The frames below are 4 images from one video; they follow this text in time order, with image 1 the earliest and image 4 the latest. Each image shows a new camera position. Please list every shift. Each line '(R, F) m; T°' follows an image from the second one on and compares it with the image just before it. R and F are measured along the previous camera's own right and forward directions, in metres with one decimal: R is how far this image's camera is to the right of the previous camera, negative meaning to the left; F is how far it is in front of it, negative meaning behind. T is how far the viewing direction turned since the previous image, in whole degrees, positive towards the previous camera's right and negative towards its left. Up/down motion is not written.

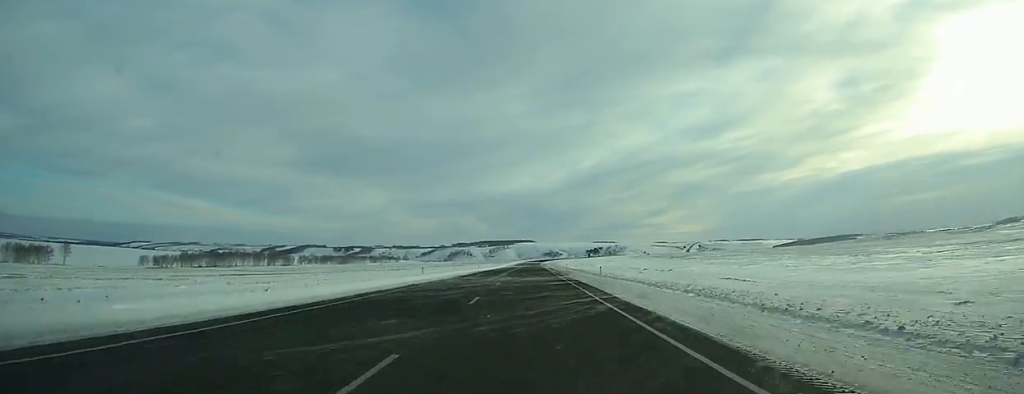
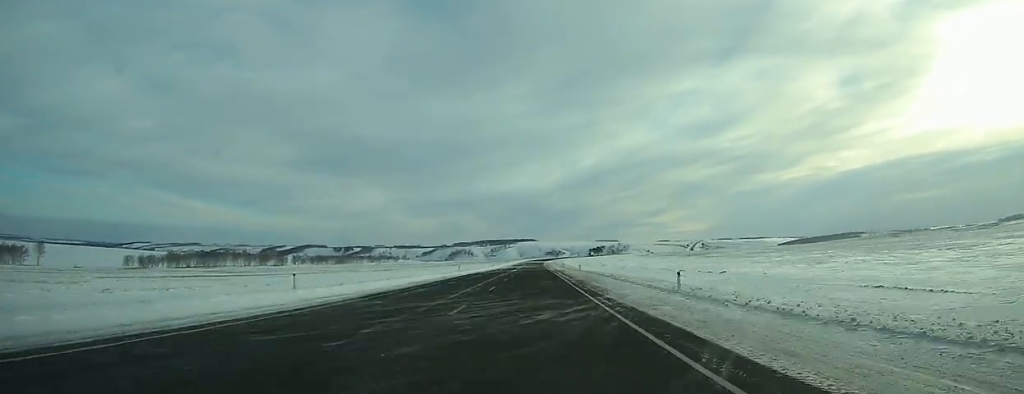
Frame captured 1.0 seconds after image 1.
(+0.1, +26.6) m; 0°
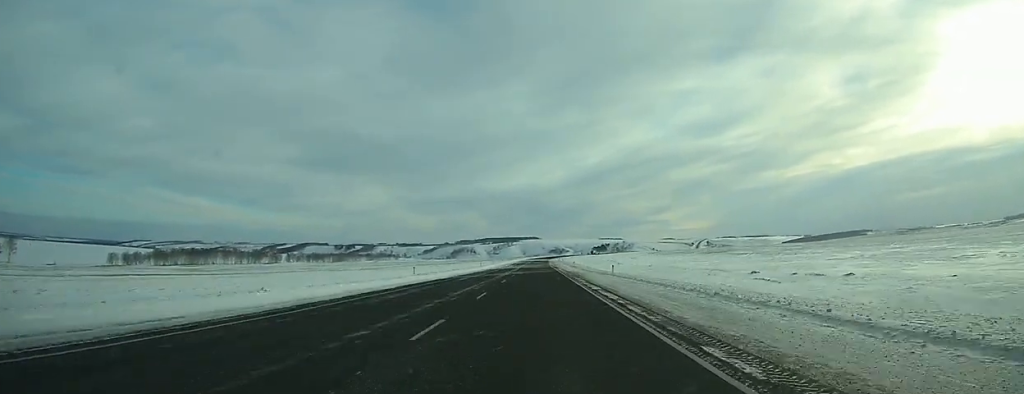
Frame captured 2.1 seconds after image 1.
(0.0, +28.4) m; 0°
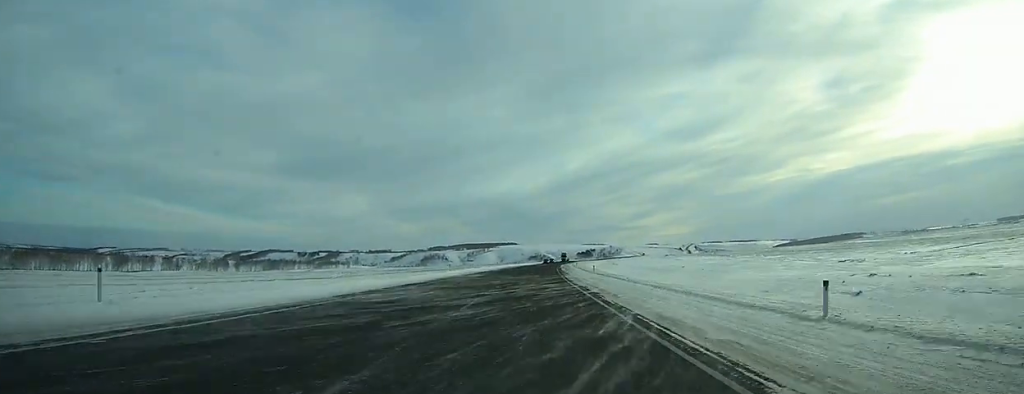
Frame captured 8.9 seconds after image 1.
(-0.5, +183.0) m; +1°
